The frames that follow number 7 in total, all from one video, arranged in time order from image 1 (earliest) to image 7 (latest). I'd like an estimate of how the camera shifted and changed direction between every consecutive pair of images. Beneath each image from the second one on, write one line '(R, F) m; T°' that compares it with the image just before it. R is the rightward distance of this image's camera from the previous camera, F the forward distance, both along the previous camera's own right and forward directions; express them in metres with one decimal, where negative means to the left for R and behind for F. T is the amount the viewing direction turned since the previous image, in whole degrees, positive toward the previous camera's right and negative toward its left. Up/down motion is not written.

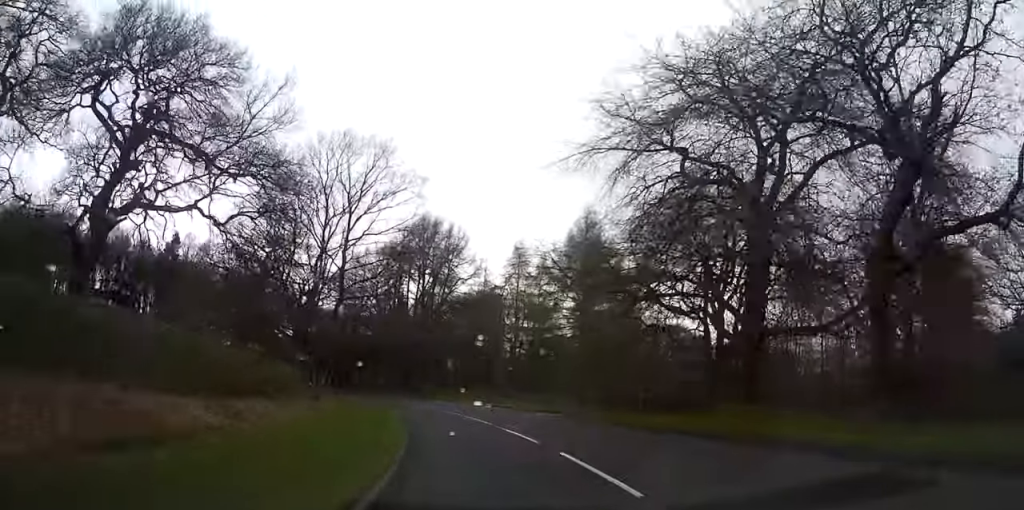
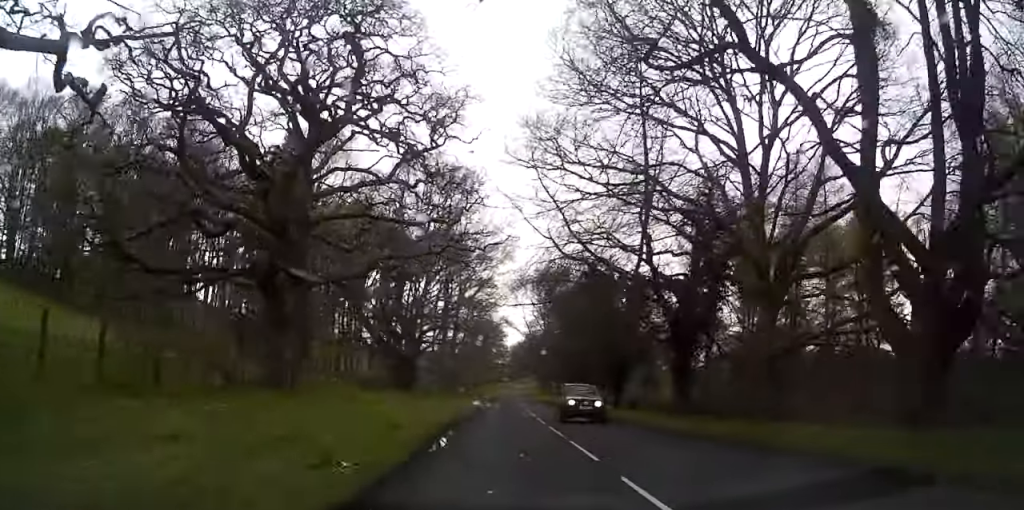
(-16.8, +72.6) m; -21°
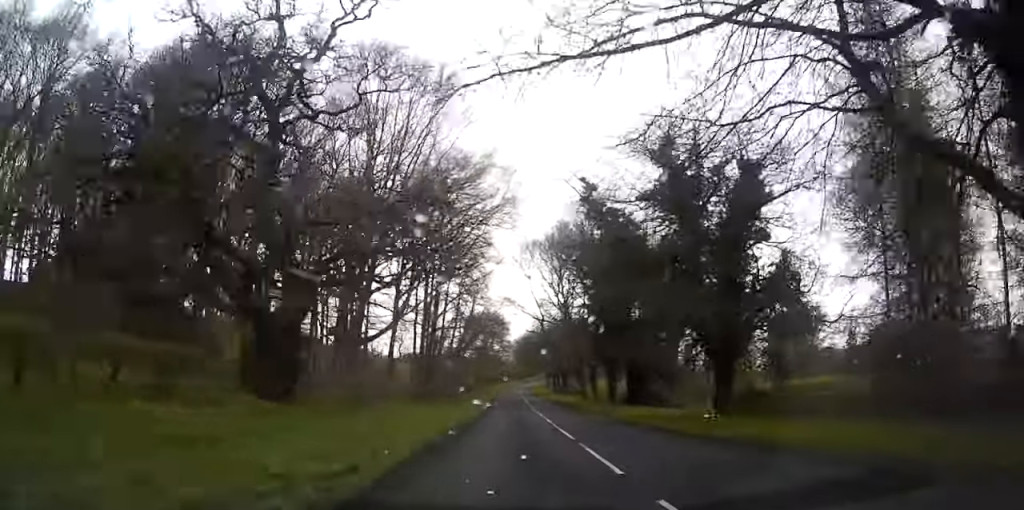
(-0.1, +28.9) m; 0°
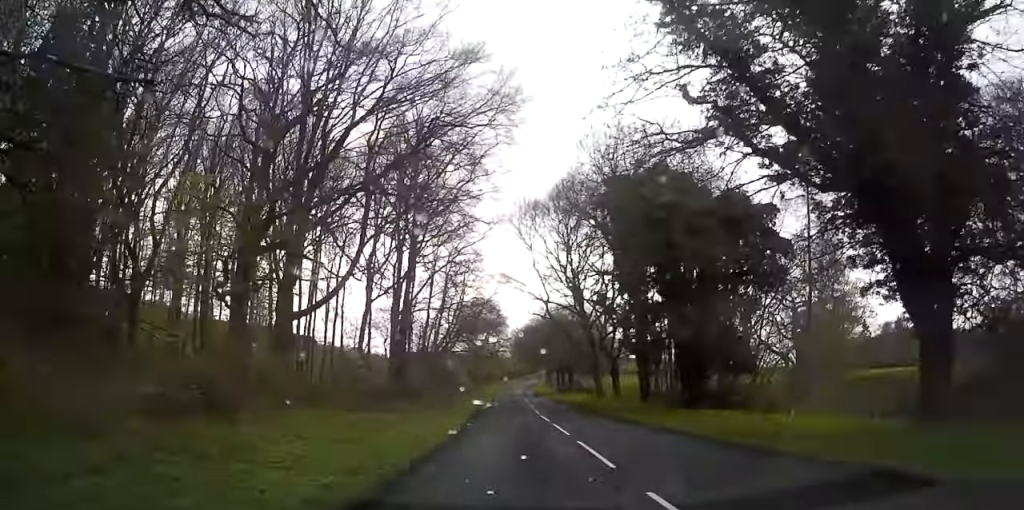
(+0.1, +16.6) m; 0°
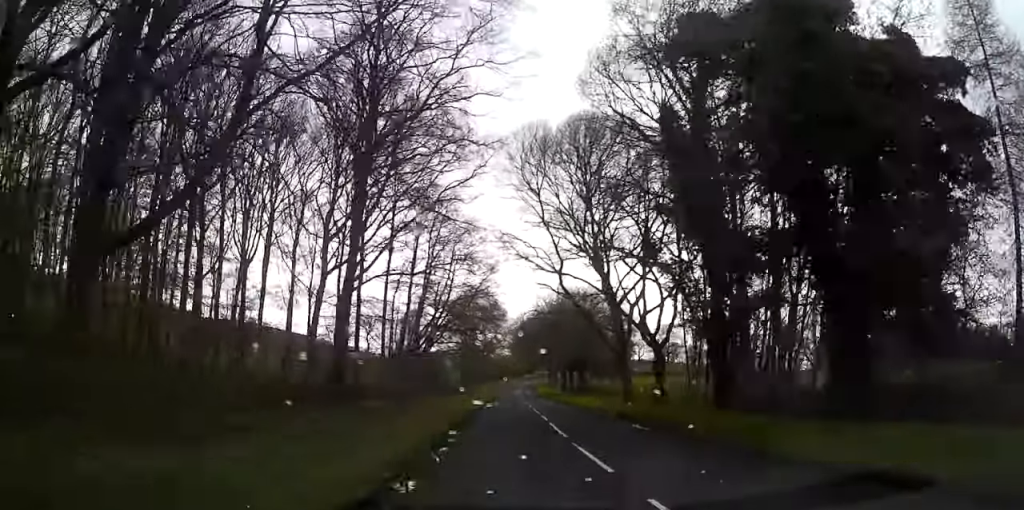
(0.0, +17.3) m; 0°
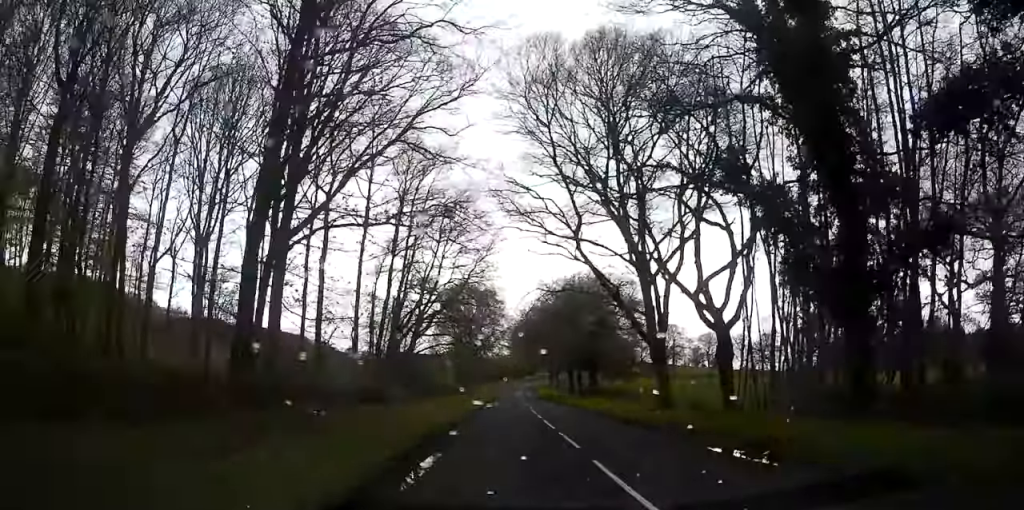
(-0.1, +12.8) m; 0°
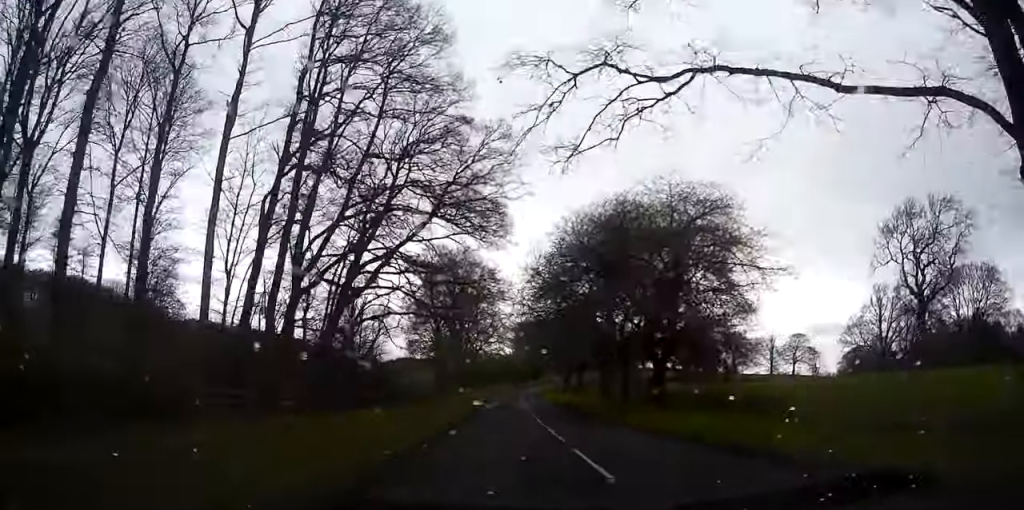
(-0.1, +32.6) m; -1°
